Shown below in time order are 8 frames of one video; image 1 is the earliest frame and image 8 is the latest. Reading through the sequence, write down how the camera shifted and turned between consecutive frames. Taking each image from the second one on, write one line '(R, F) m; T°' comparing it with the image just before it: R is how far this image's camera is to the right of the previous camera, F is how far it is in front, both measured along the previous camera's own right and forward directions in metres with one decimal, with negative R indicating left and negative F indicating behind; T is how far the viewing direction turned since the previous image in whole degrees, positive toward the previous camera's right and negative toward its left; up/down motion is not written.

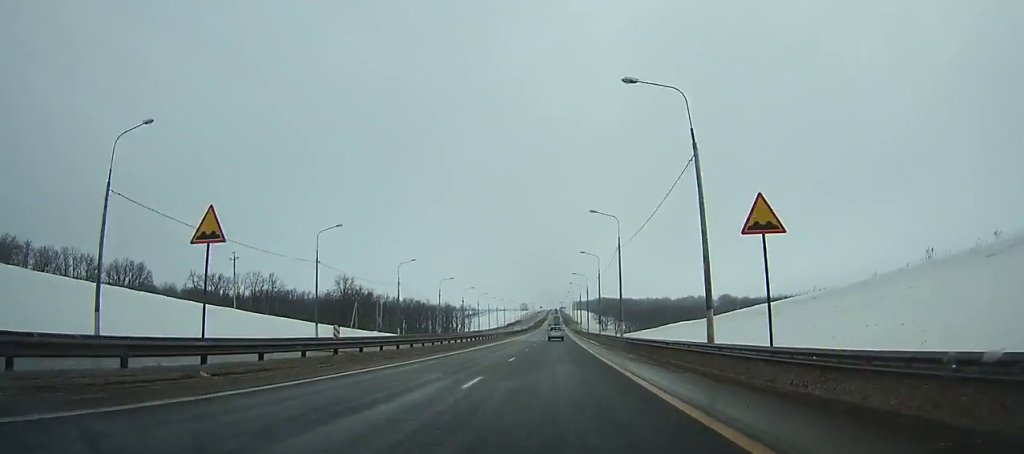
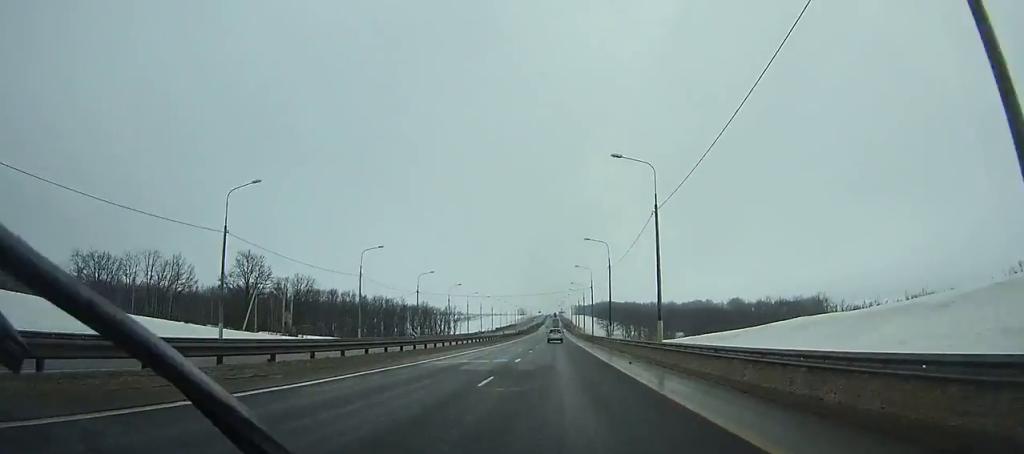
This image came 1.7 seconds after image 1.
(0.0, +48.0) m; 0°
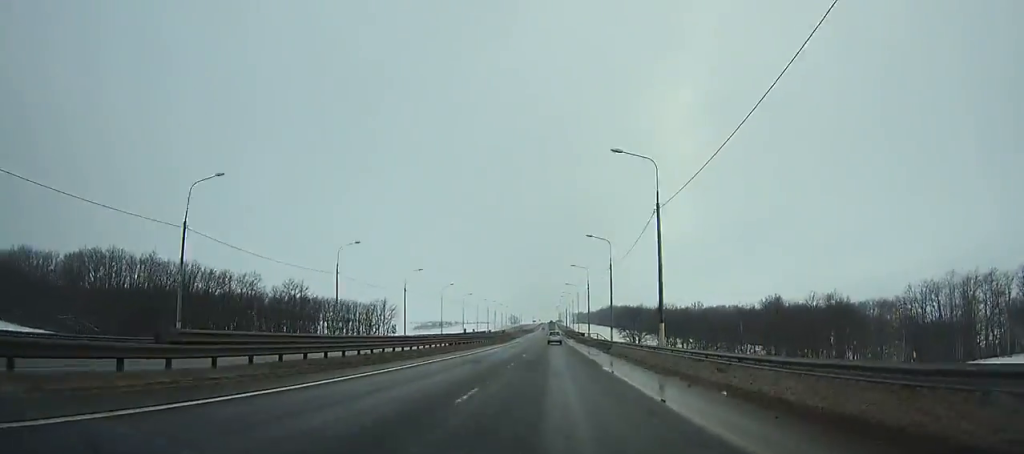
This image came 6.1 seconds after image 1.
(+0.2, +122.0) m; 0°
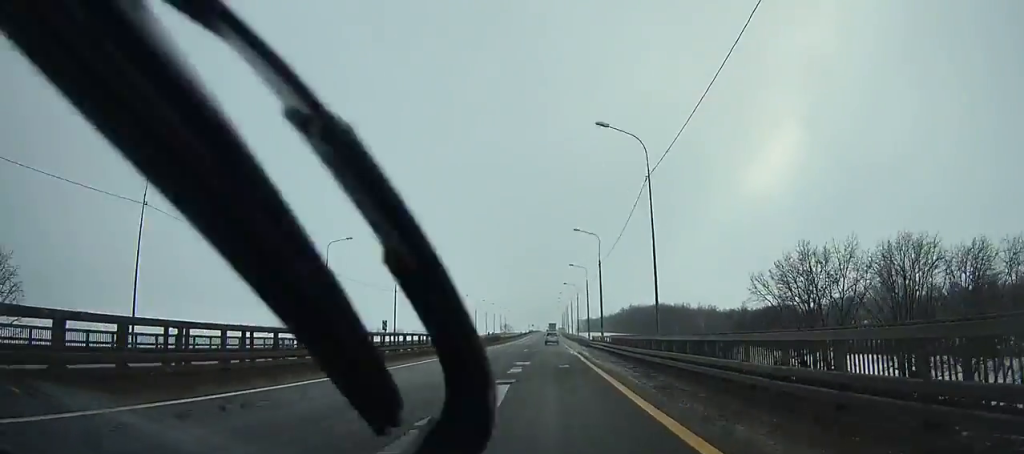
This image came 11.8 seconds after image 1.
(0.0, +153.1) m; 0°
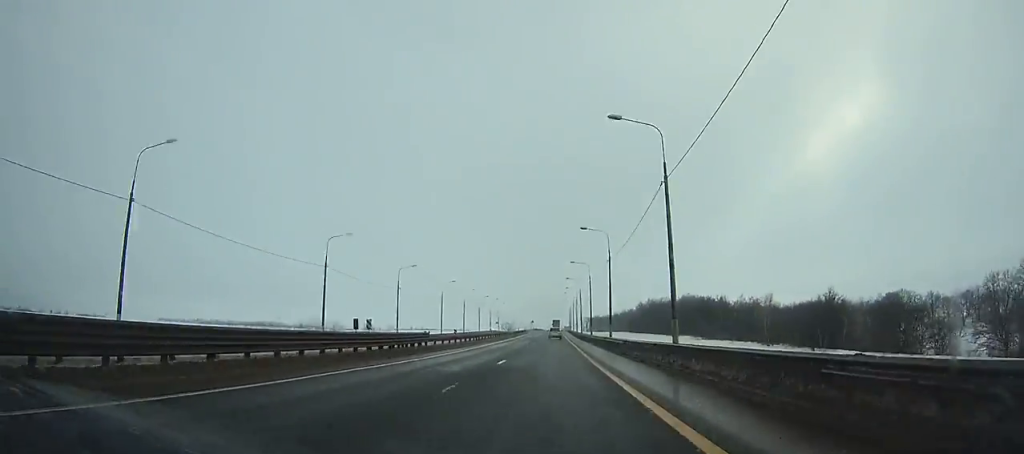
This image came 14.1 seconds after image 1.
(-0.1, +60.4) m; 0°
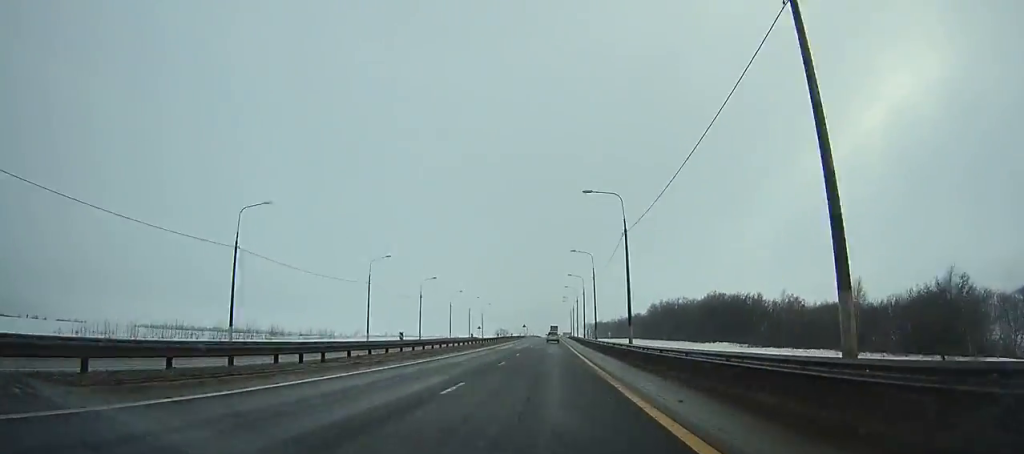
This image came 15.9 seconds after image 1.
(0.0, +47.1) m; 0°
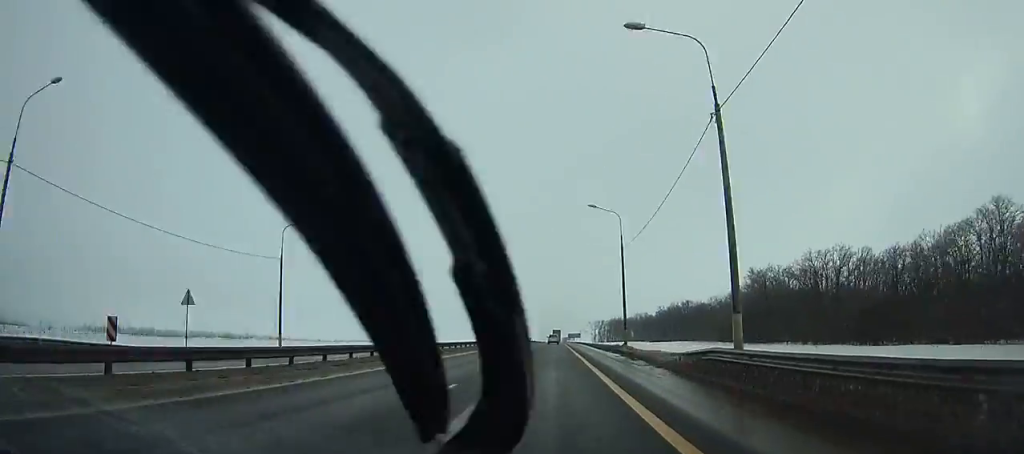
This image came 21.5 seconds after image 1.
(-0.1, +146.2) m; 0°
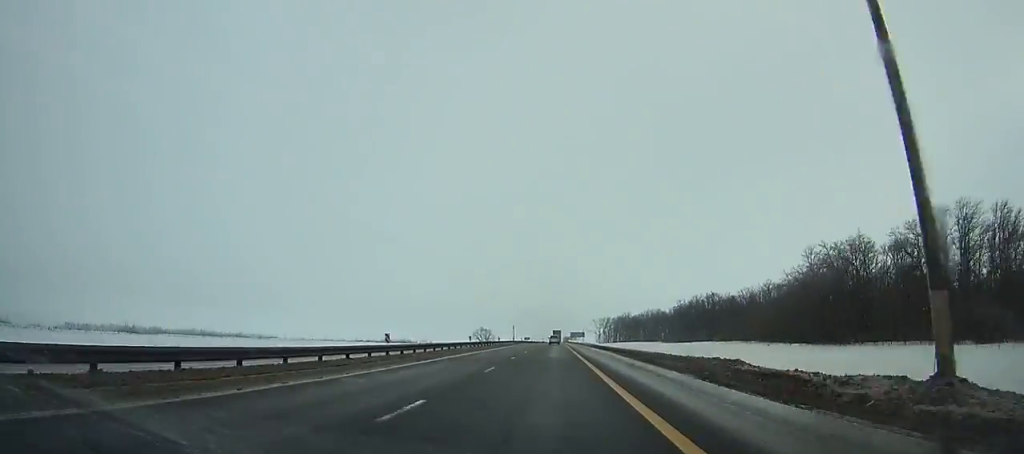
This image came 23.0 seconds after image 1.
(0.0, +39.5) m; 0°
